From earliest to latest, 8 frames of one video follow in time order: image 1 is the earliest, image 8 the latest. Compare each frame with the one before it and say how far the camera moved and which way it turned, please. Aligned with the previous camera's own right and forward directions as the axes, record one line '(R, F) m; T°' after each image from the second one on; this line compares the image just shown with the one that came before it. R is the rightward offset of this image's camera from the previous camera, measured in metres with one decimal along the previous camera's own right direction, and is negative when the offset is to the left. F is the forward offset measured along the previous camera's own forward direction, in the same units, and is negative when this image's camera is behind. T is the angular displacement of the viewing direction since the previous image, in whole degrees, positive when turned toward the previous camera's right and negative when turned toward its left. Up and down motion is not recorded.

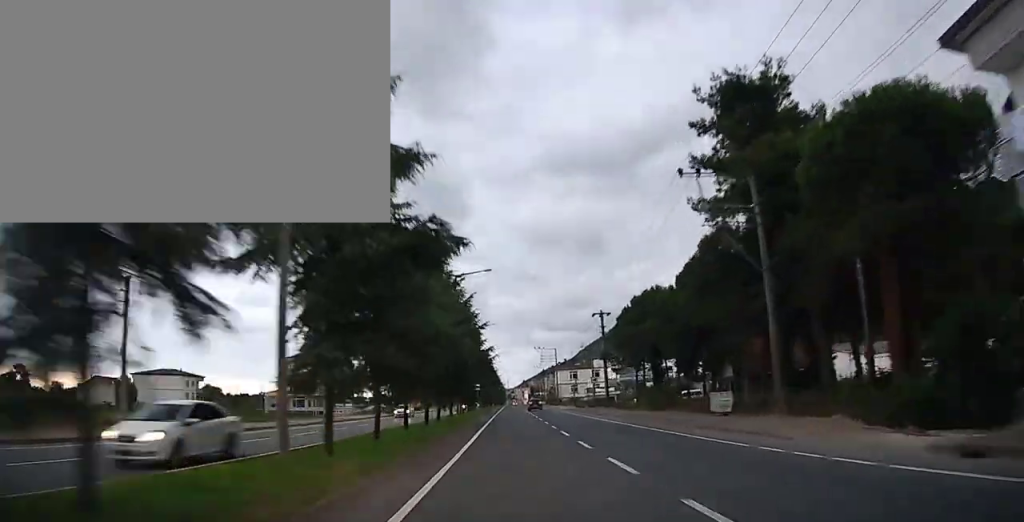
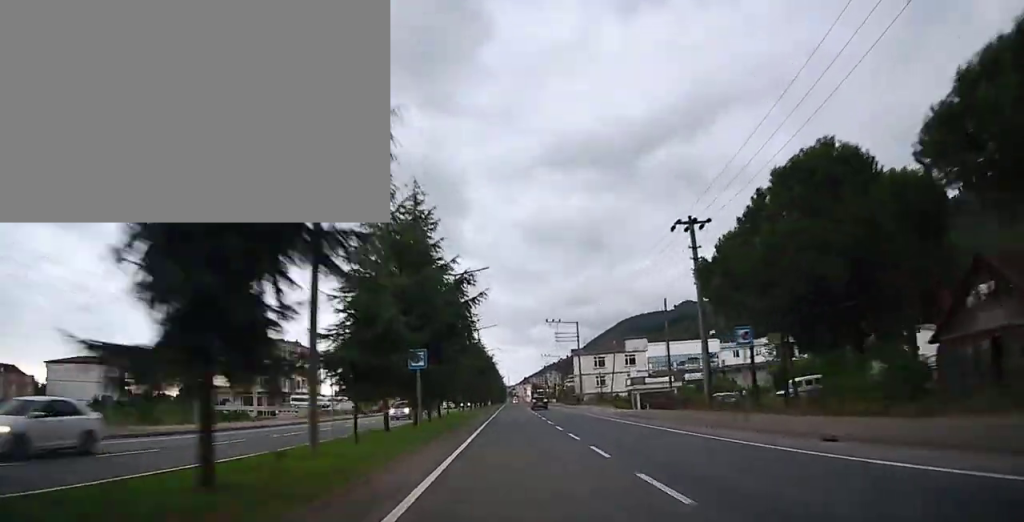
(0.0, +31.6) m; 0°
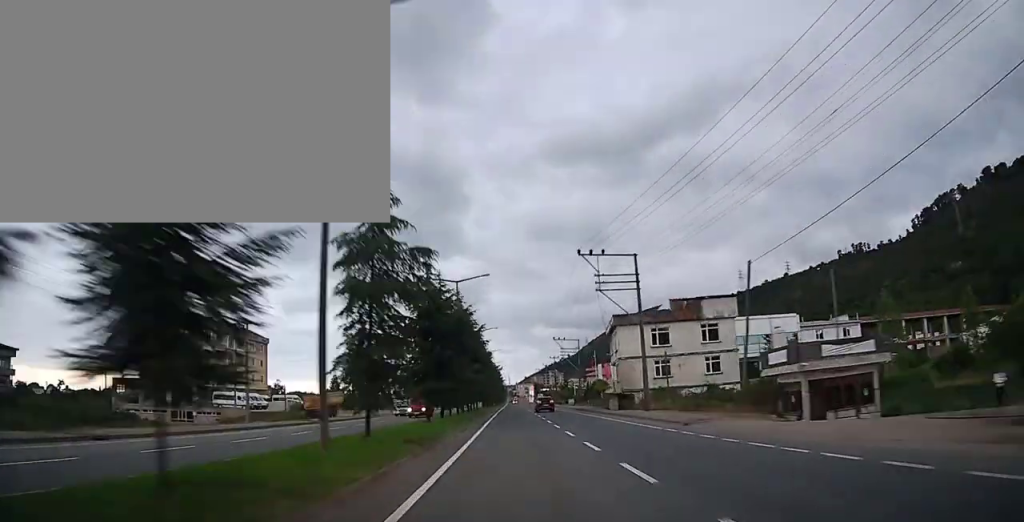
(+0.3, +34.8) m; 0°
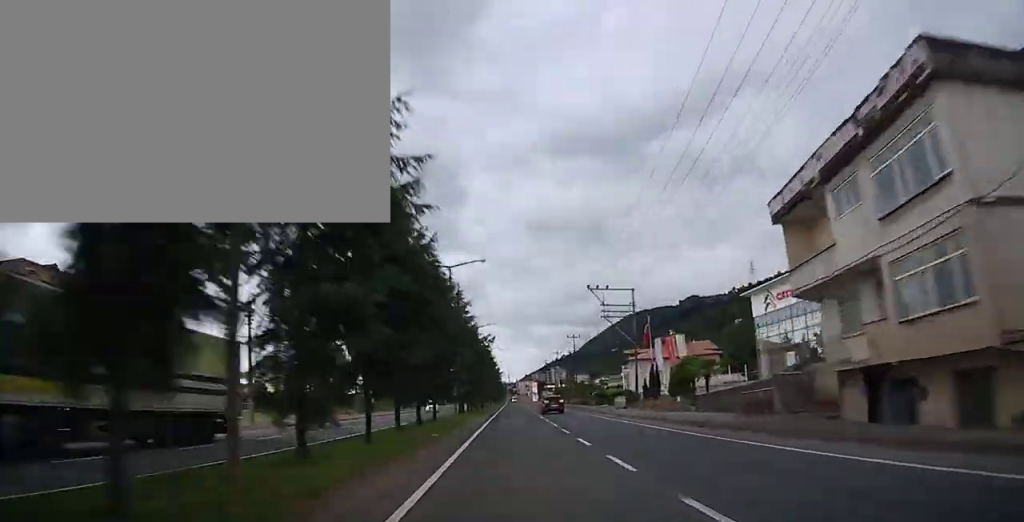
(-0.2, +38.7) m; 0°
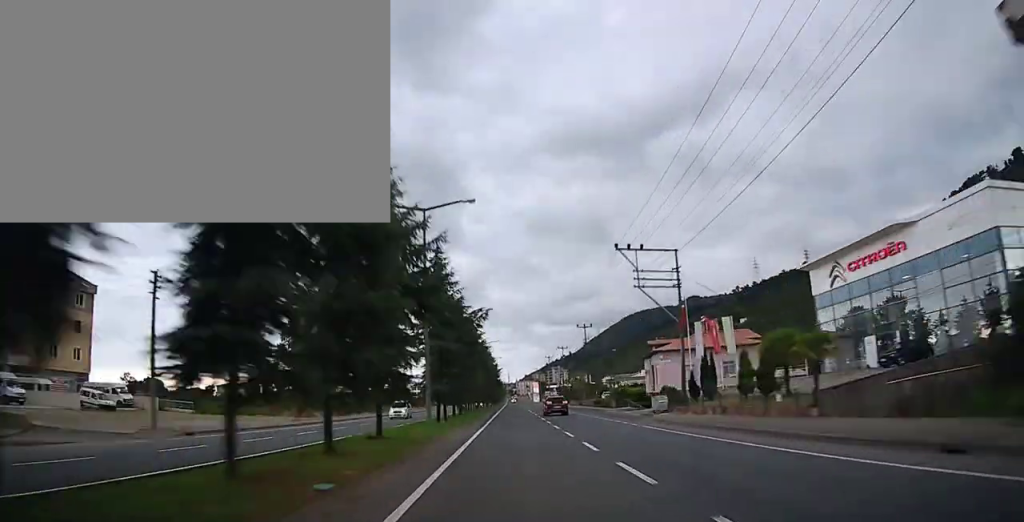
(0.0, +14.1) m; 0°
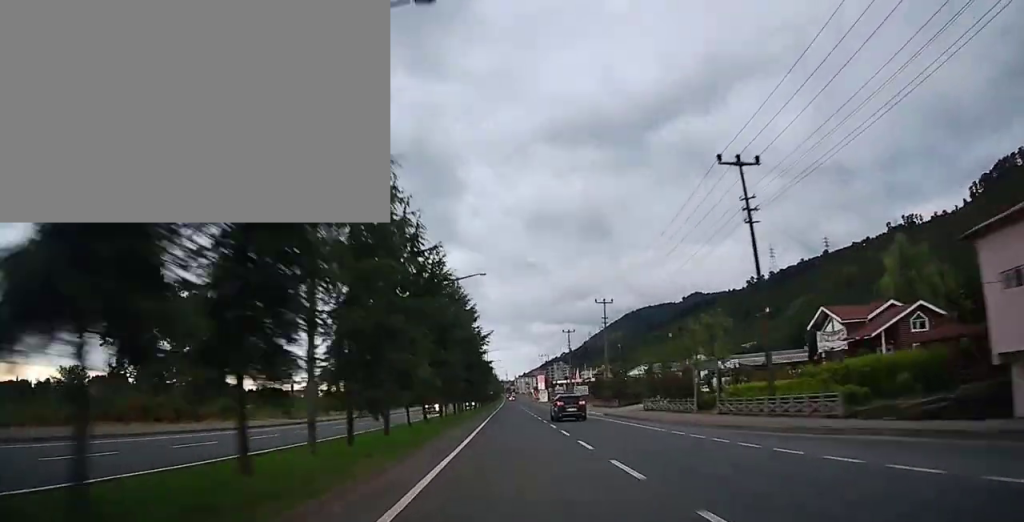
(+0.4, +52.3) m; 0°
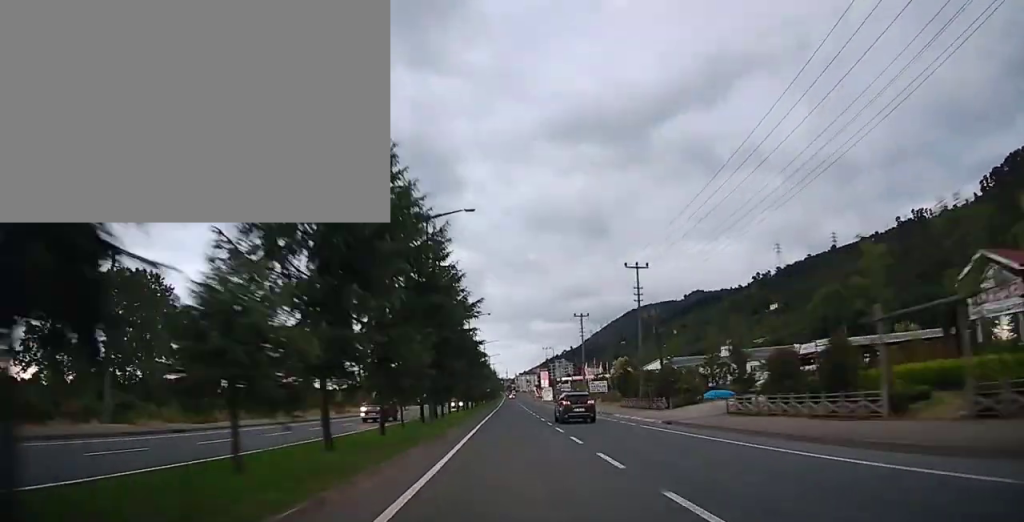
(0.0, +16.1) m; 0°
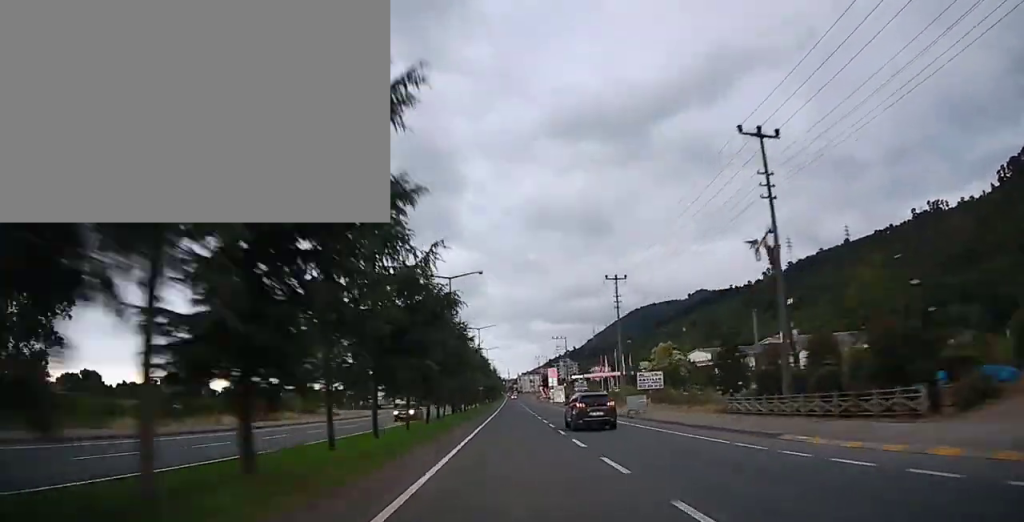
(0.0, +24.1) m; 0°
